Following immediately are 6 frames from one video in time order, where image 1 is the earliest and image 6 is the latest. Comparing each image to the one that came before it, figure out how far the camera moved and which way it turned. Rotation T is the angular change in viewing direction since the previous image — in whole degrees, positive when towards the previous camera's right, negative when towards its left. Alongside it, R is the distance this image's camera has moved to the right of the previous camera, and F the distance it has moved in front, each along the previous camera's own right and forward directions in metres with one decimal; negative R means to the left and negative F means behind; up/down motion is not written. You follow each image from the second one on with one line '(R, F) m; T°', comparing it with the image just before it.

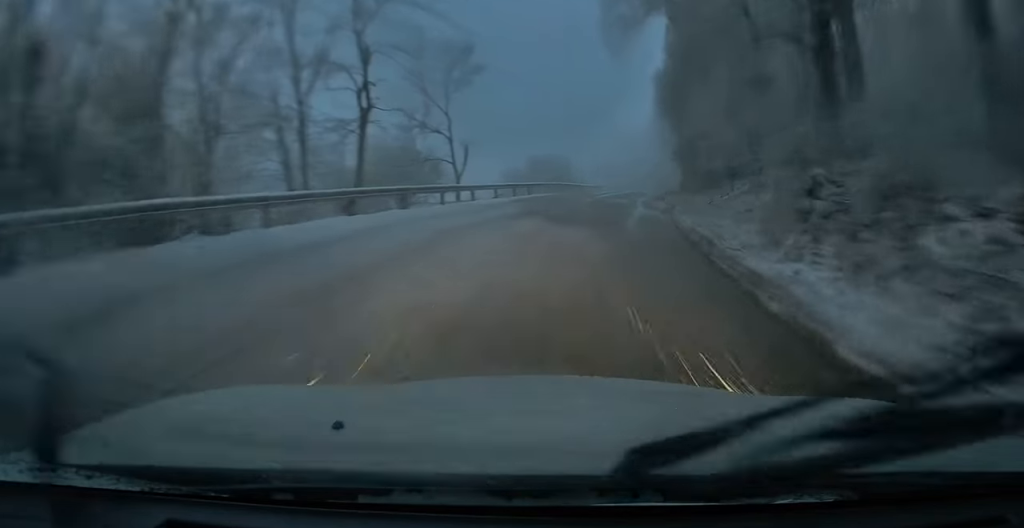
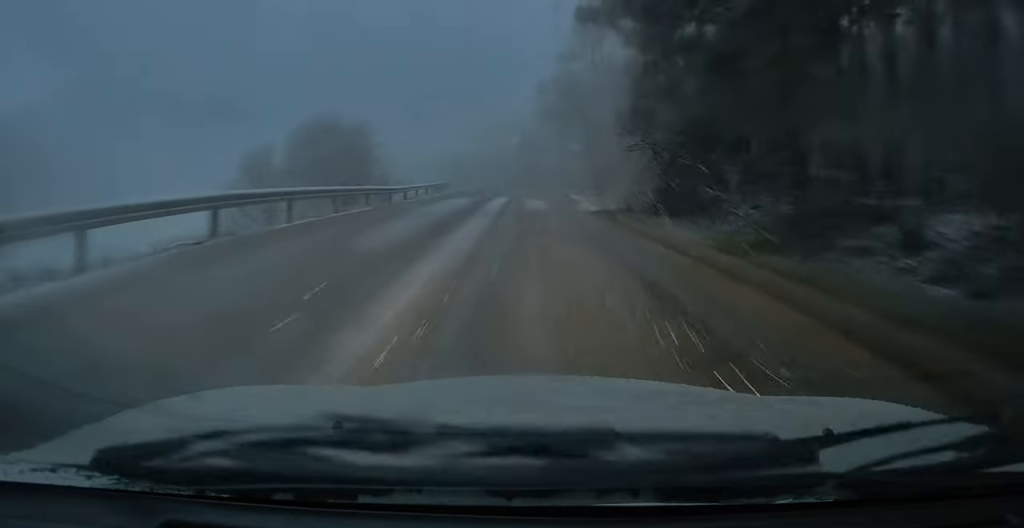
(+3.8, +31.1) m; +15°
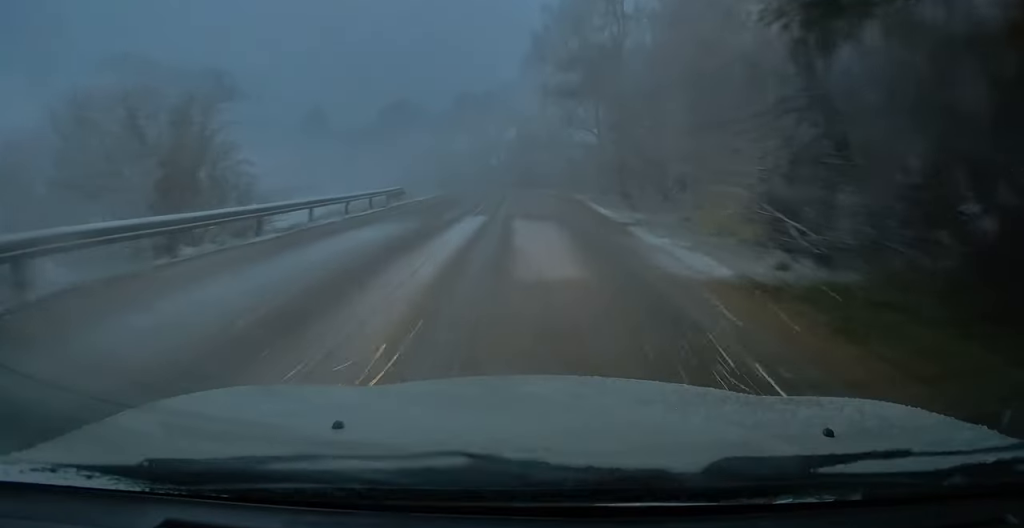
(+0.5, +17.9) m; 0°
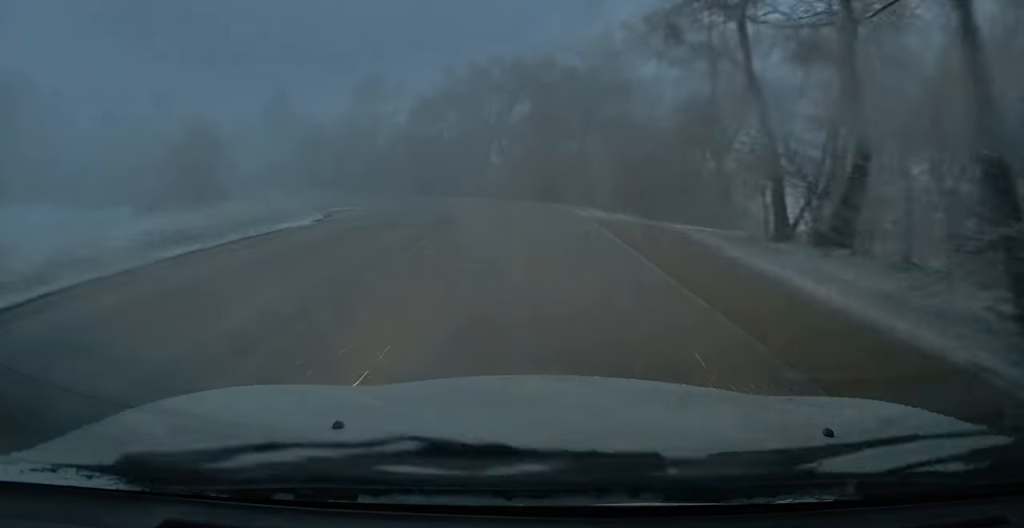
(-2.1, +33.9) m; -7°
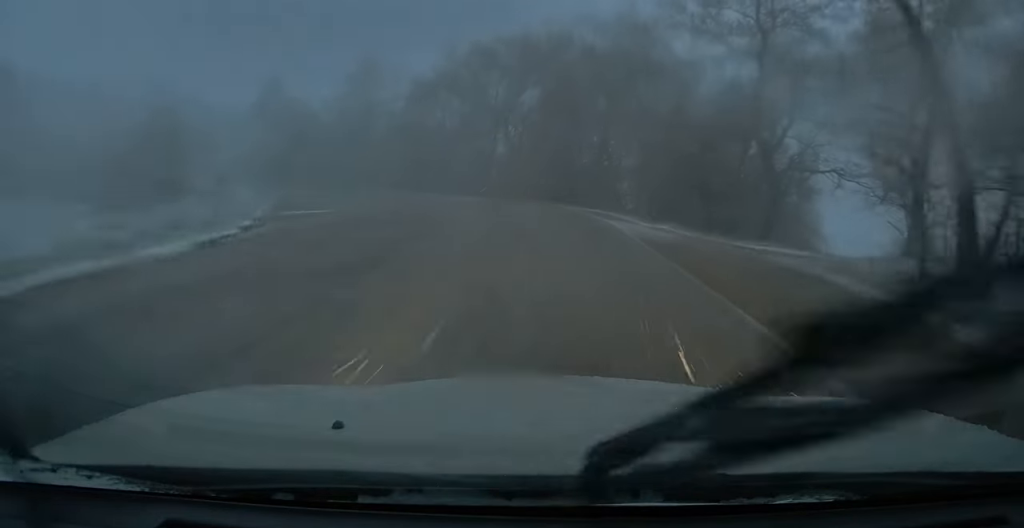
(-0.2, +8.3) m; -1°
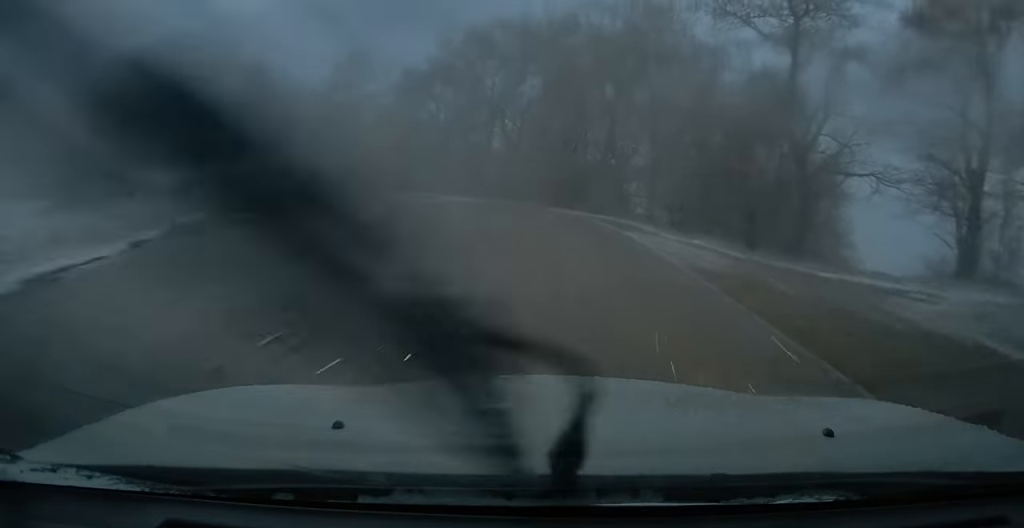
(0.0, +5.1) m; 0°
